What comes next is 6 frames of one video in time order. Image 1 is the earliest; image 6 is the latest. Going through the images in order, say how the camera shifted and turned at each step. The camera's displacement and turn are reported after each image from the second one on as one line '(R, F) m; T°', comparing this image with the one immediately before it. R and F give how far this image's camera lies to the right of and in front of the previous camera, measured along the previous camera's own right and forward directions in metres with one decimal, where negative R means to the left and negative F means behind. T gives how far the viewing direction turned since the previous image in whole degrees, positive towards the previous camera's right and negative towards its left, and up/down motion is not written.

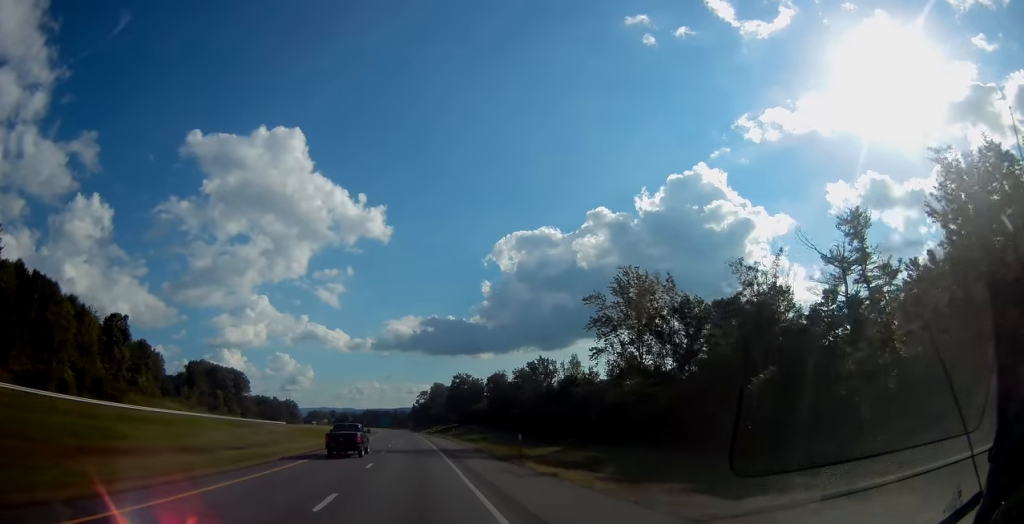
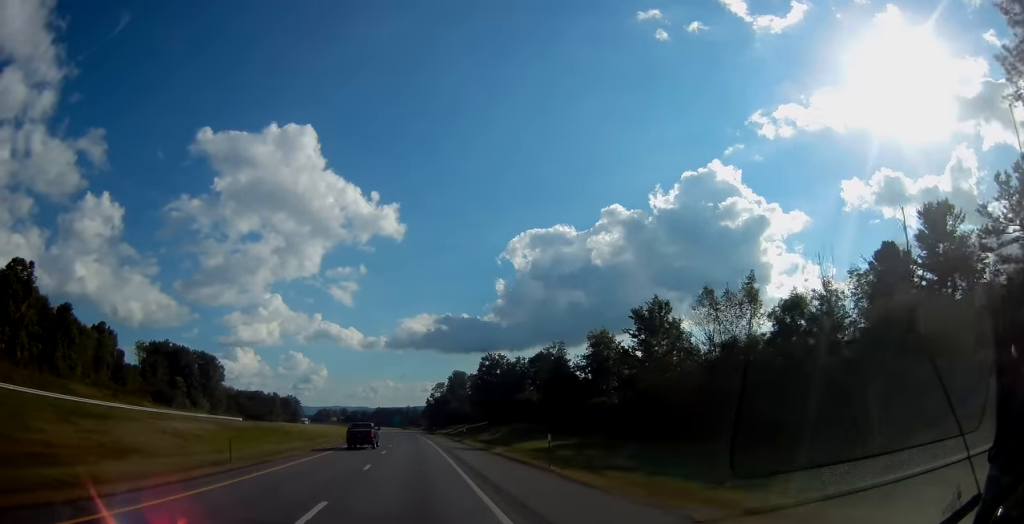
(-0.9, +50.8) m; -2°
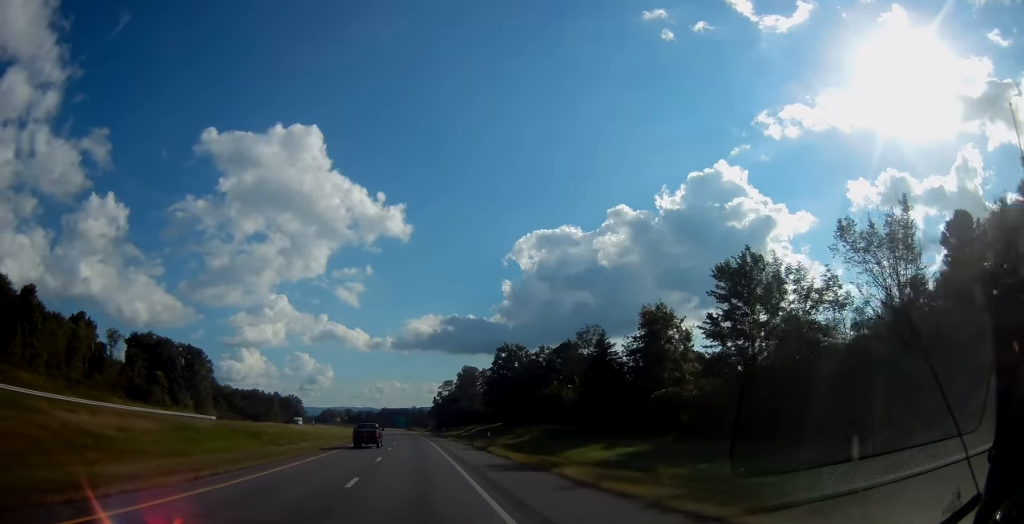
(-0.2, +18.3) m; 0°
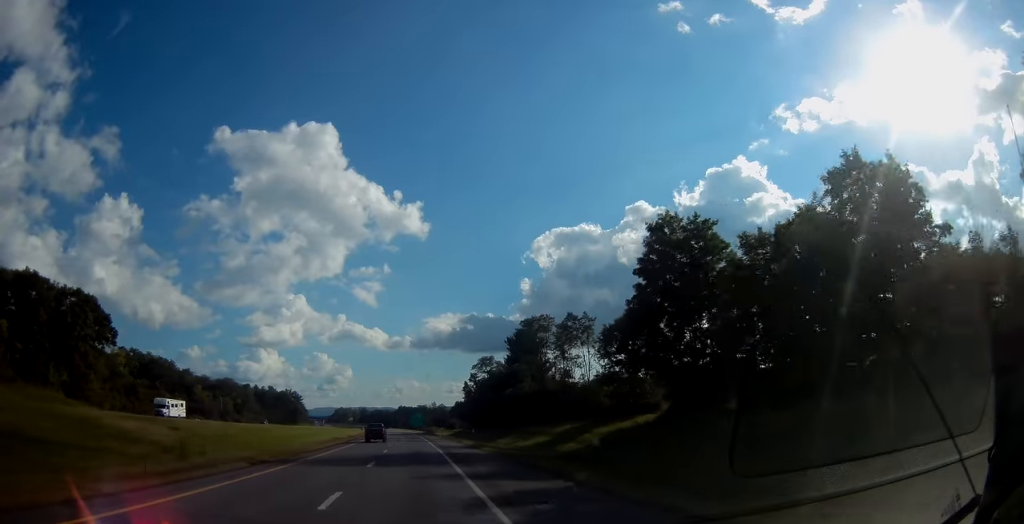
(-1.0, +78.1) m; -2°
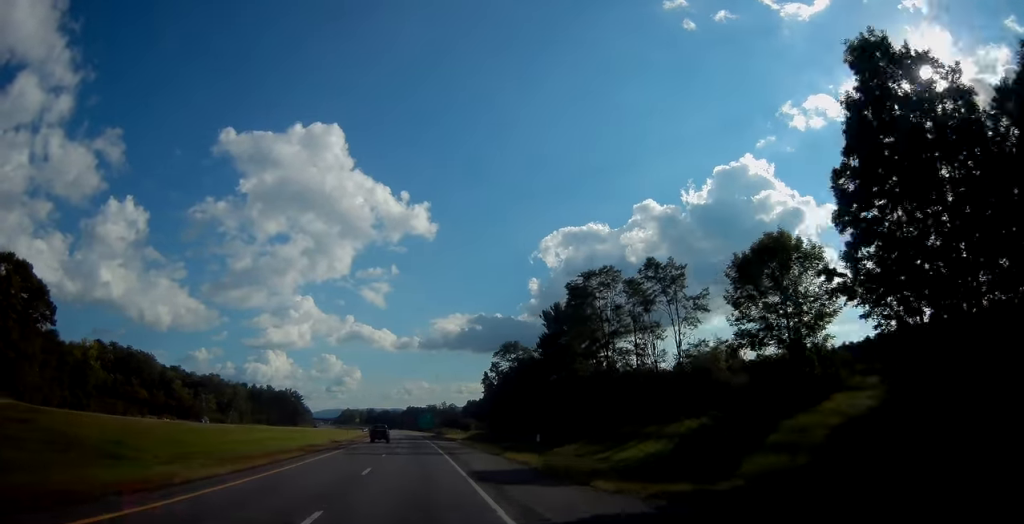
(-0.3, +28.0) m; -1°
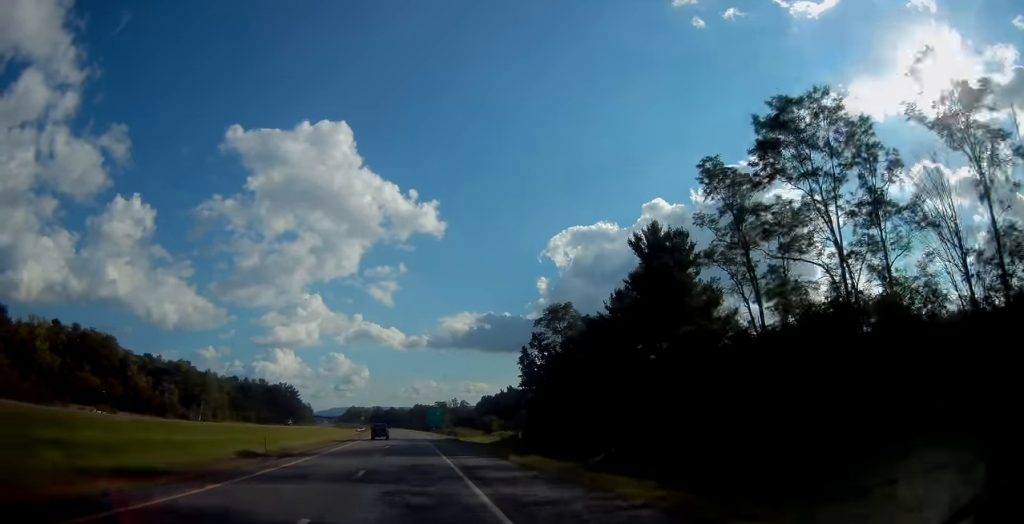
(-0.1, +37.7) m; 0°
